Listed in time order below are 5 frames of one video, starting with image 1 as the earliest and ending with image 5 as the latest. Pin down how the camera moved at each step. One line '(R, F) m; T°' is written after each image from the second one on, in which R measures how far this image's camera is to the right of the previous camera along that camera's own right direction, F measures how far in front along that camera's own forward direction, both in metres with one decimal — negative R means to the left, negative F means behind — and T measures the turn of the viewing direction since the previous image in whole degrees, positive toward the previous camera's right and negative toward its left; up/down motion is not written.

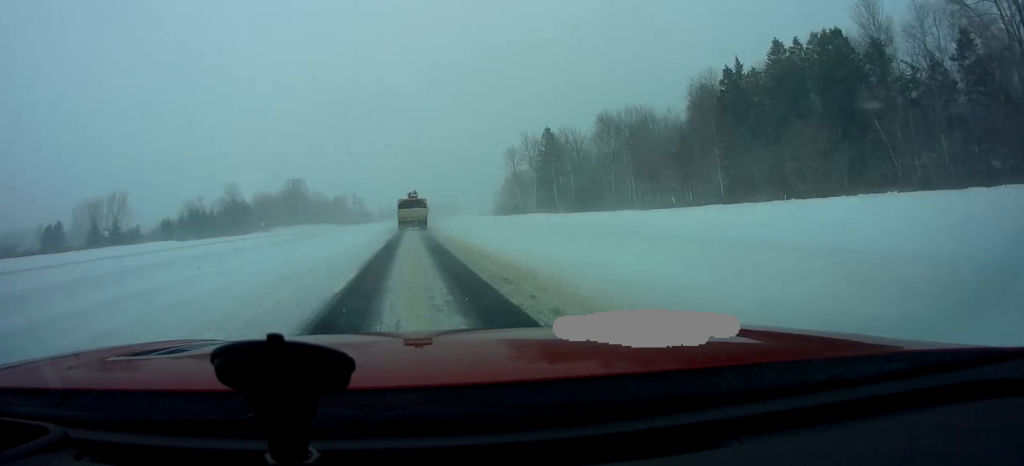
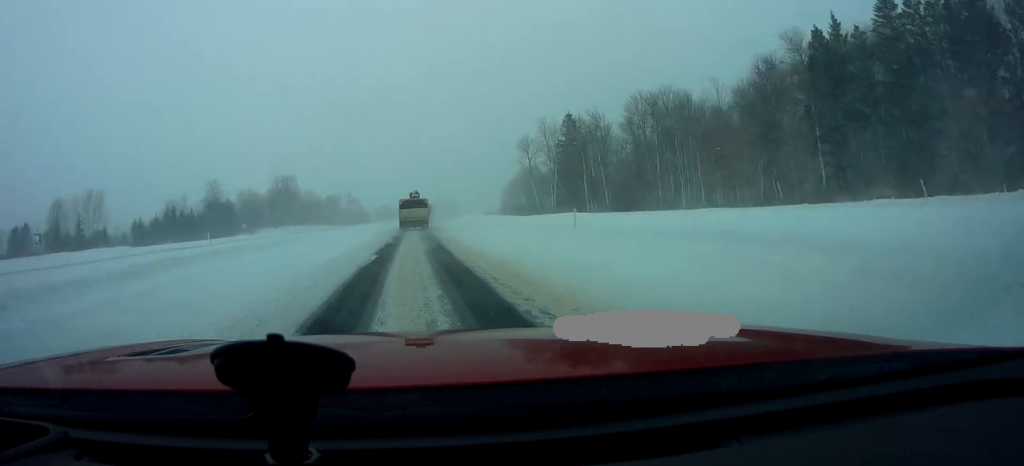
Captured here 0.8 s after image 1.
(+0.4, +19.1) m; 0°
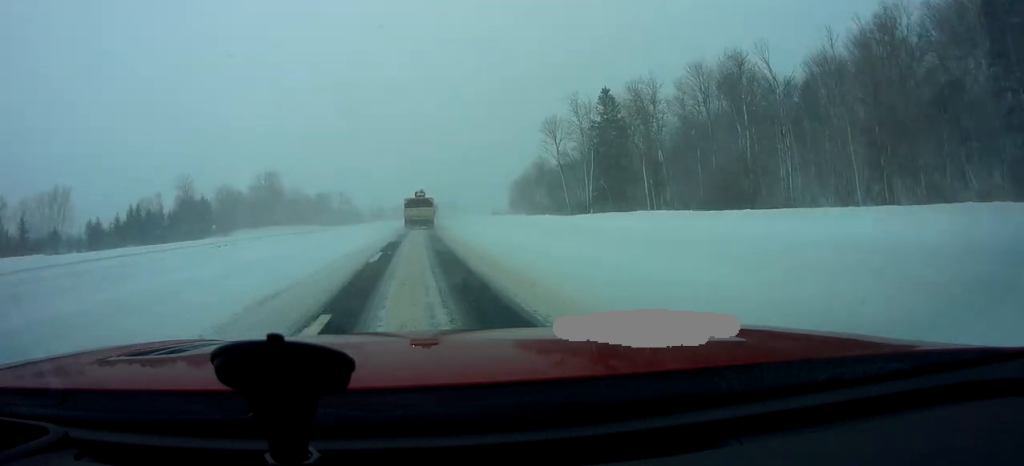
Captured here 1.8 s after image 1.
(-0.5, +23.7) m; -1°
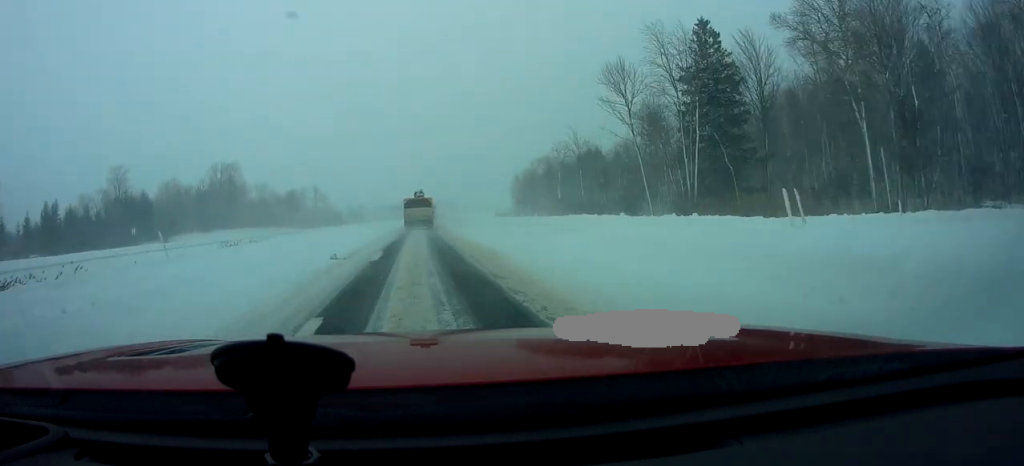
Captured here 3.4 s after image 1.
(+0.6, +36.5) m; +3°
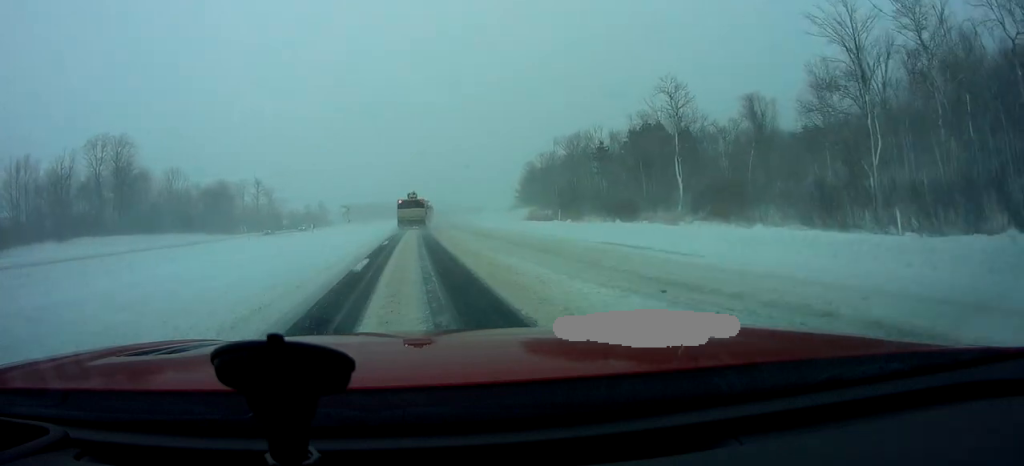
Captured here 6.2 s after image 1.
(+1.1, +63.8) m; +1°
